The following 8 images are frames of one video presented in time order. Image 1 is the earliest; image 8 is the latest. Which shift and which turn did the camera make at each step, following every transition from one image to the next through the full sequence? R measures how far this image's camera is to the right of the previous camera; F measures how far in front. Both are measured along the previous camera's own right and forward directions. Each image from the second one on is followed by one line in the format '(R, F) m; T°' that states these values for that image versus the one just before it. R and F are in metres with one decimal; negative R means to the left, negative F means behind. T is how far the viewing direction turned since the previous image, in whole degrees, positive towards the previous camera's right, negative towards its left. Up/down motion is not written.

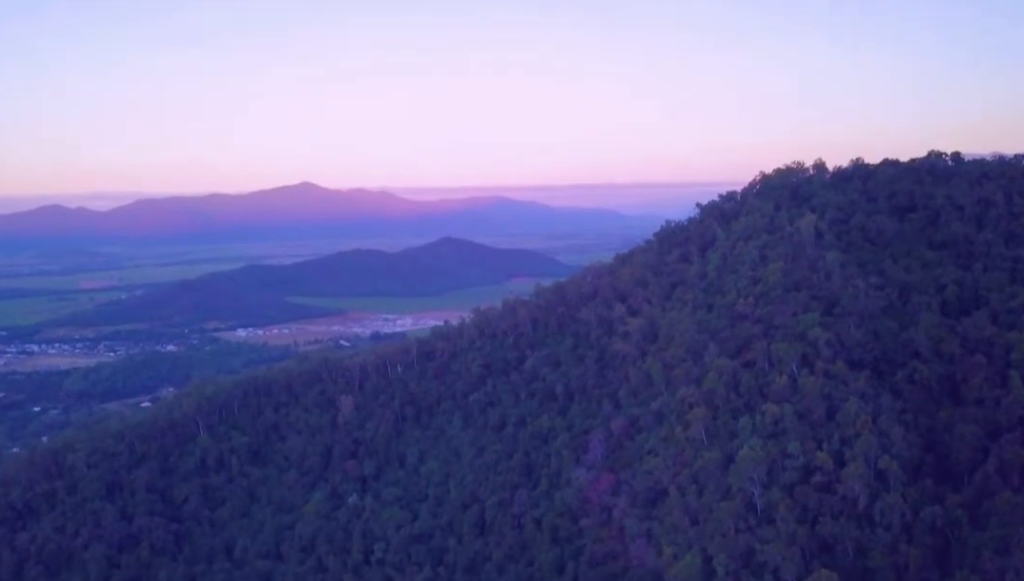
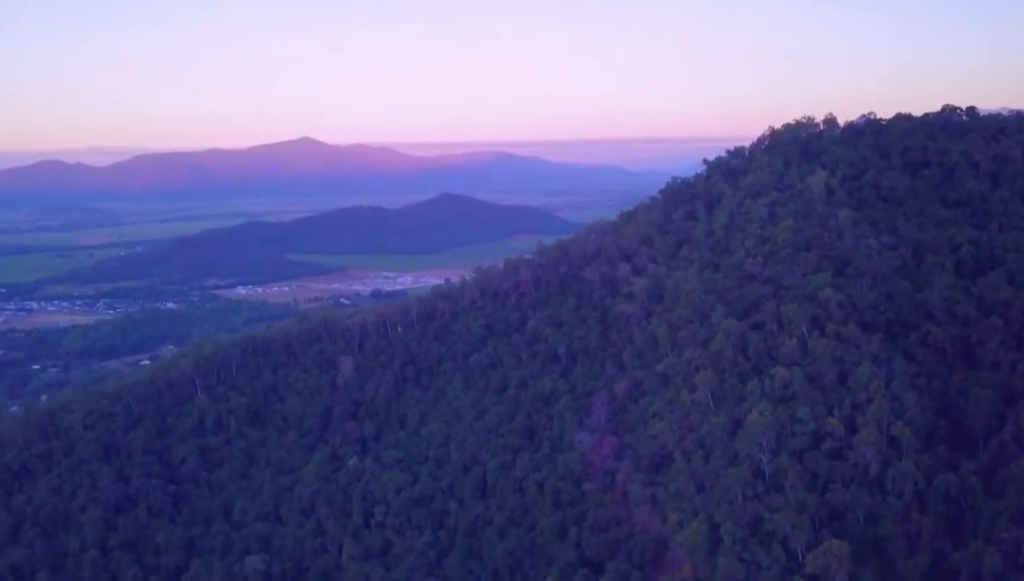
(0.0, +10.7) m; 0°
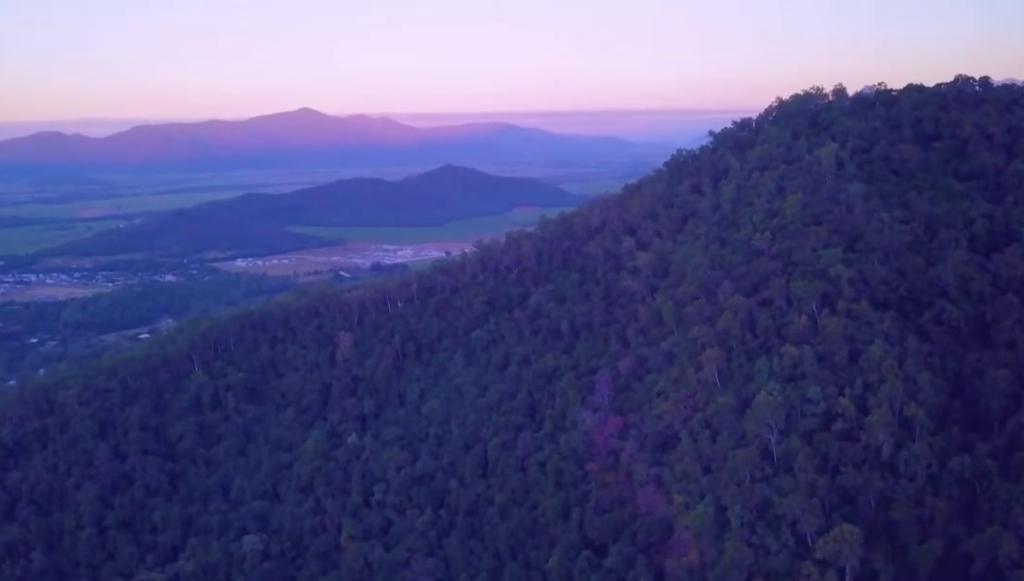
(0.0, +9.9) m; 0°
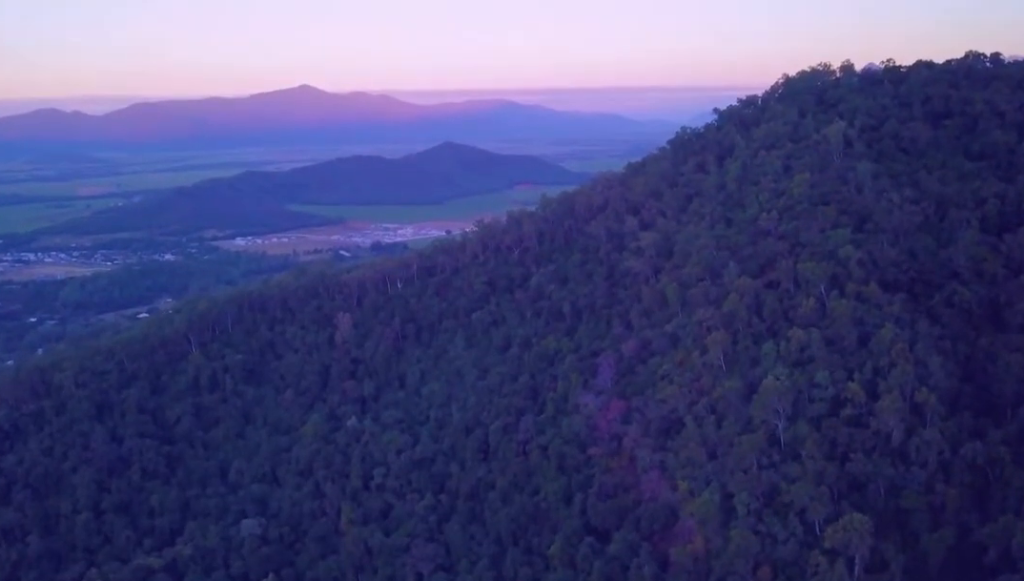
(0.0, +7.7) m; 0°
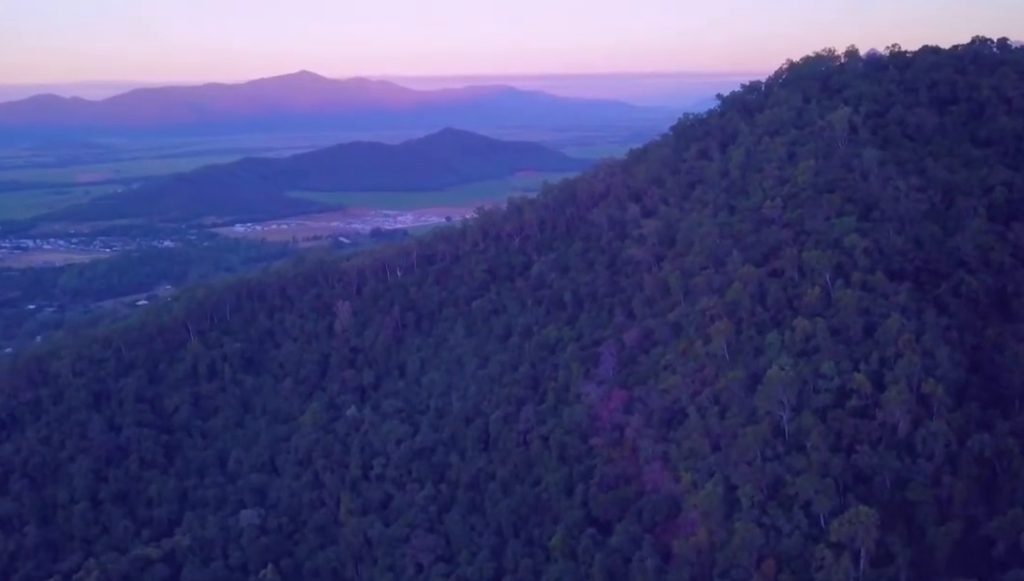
(0.0, +4.7) m; 0°
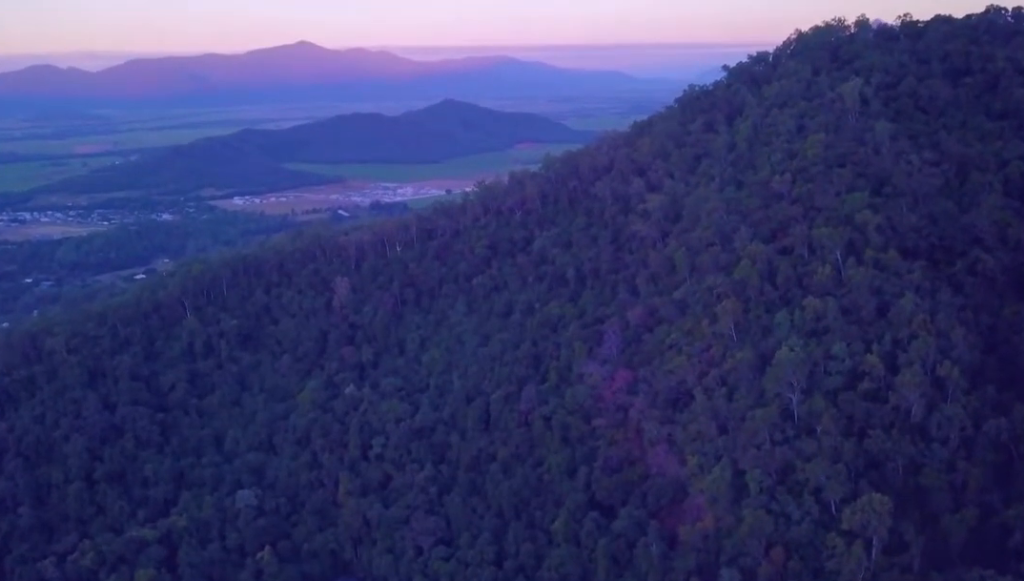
(0.0, +9.9) m; 0°
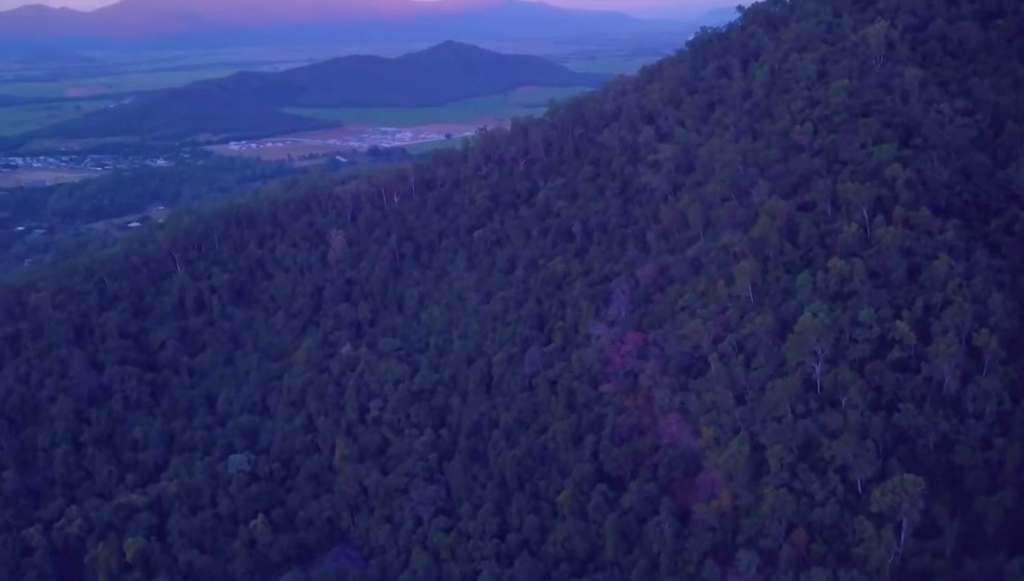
(0.0, +21.6) m; 0°
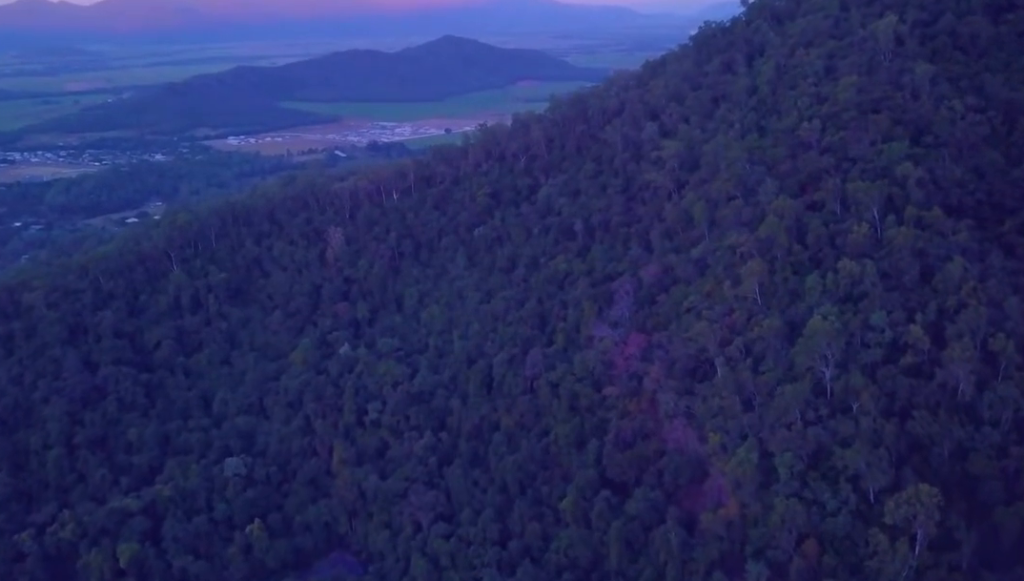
(0.0, +8.7) m; 0°
